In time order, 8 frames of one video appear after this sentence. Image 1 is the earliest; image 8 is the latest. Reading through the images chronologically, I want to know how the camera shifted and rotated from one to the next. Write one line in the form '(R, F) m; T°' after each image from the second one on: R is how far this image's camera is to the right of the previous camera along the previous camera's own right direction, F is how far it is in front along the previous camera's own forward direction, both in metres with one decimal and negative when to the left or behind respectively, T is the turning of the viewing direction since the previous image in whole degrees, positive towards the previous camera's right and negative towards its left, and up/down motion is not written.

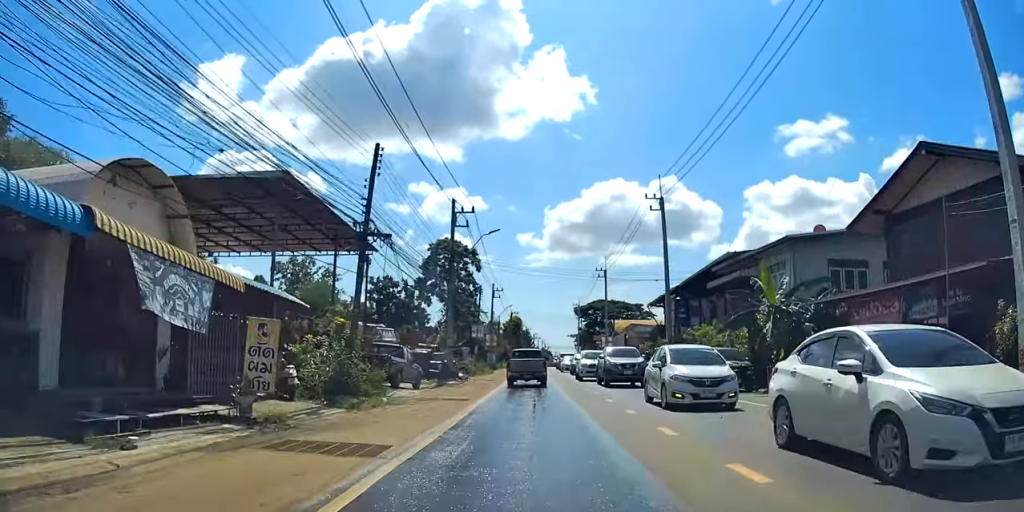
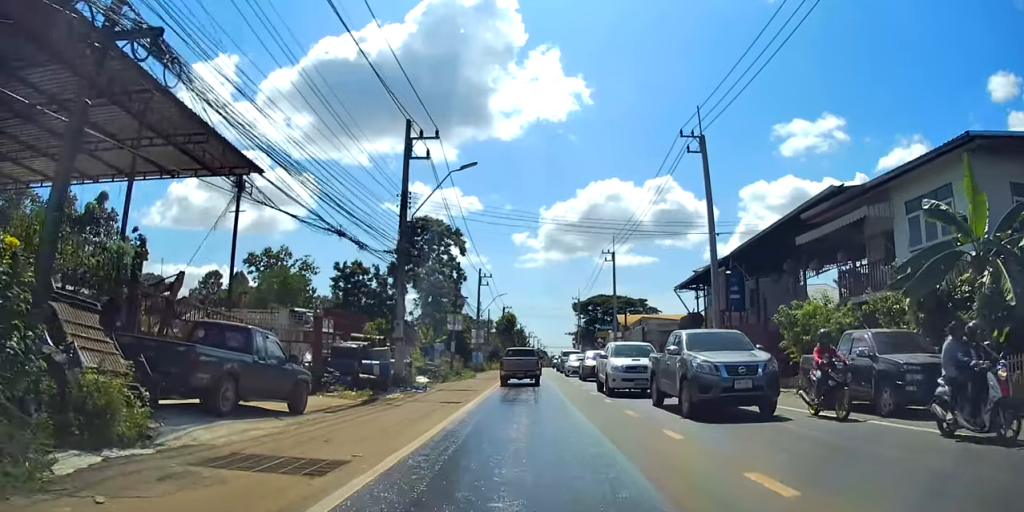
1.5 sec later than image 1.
(+0.6, +13.2) m; +3°
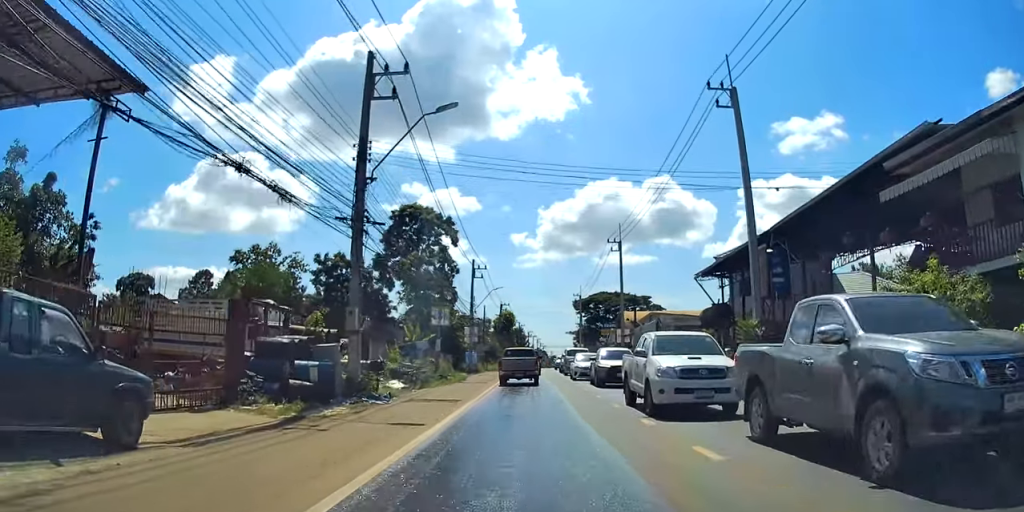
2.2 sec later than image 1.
(0.0, +6.1) m; -2°
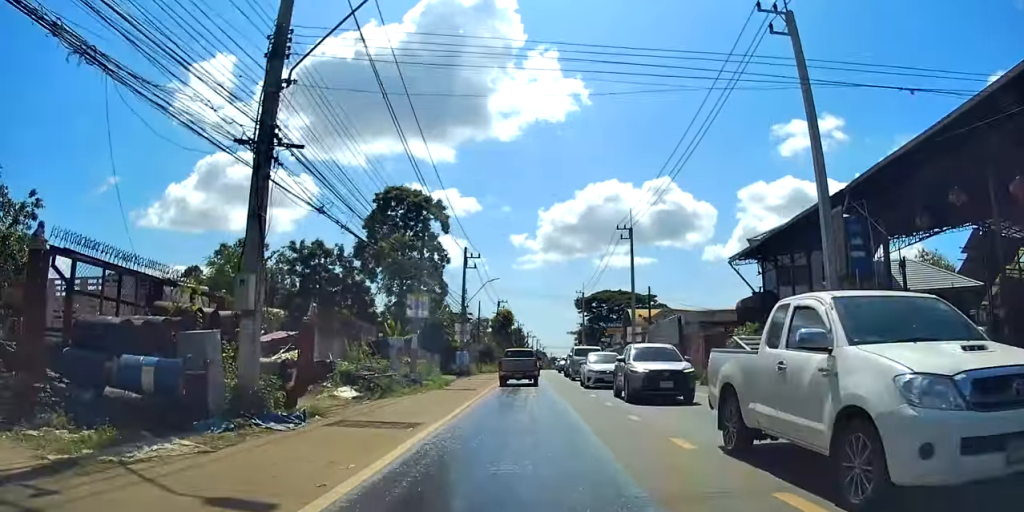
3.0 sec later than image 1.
(-0.2, +7.0) m; 0°
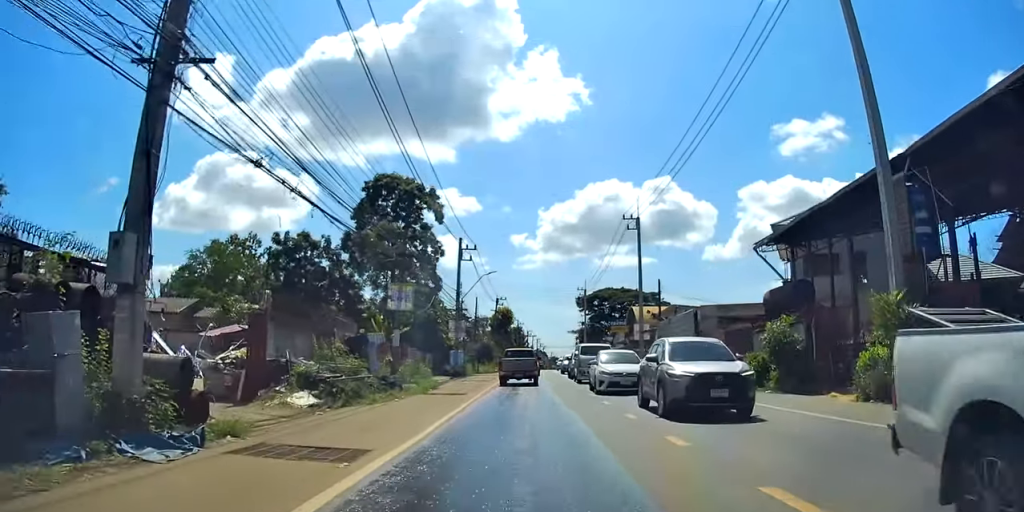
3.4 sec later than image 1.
(-0.2, +3.5) m; 0°
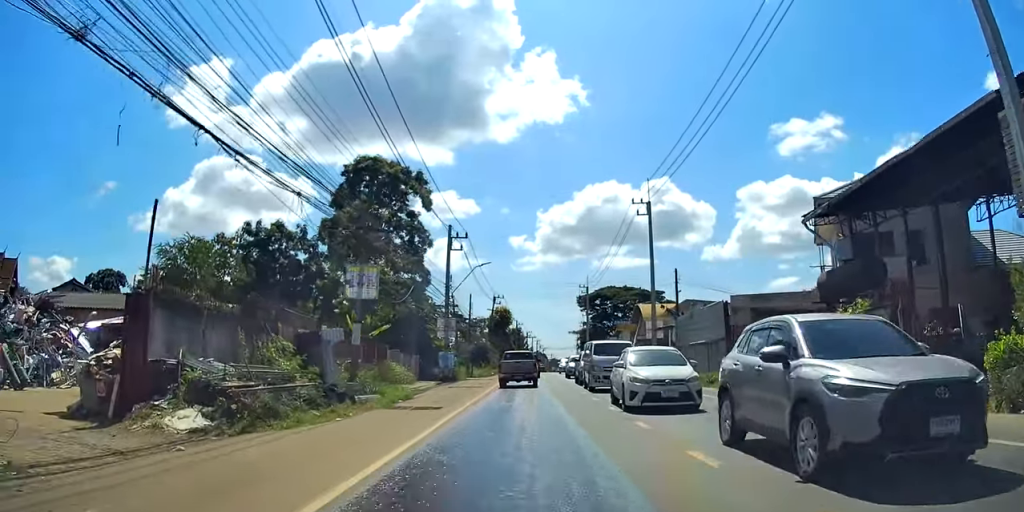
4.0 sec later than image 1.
(+0.3, +5.4) m; -1°
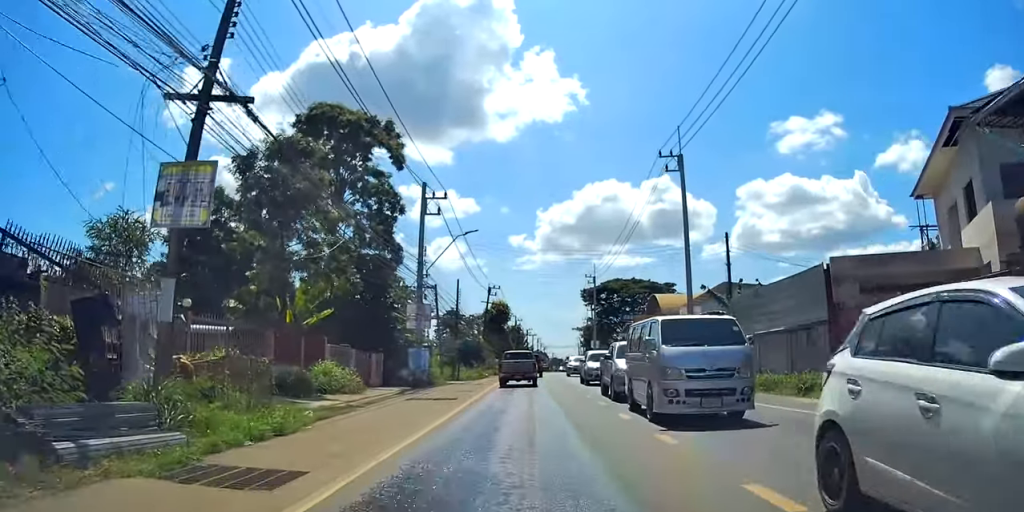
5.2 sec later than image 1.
(-0.3, +9.7) m; -2°
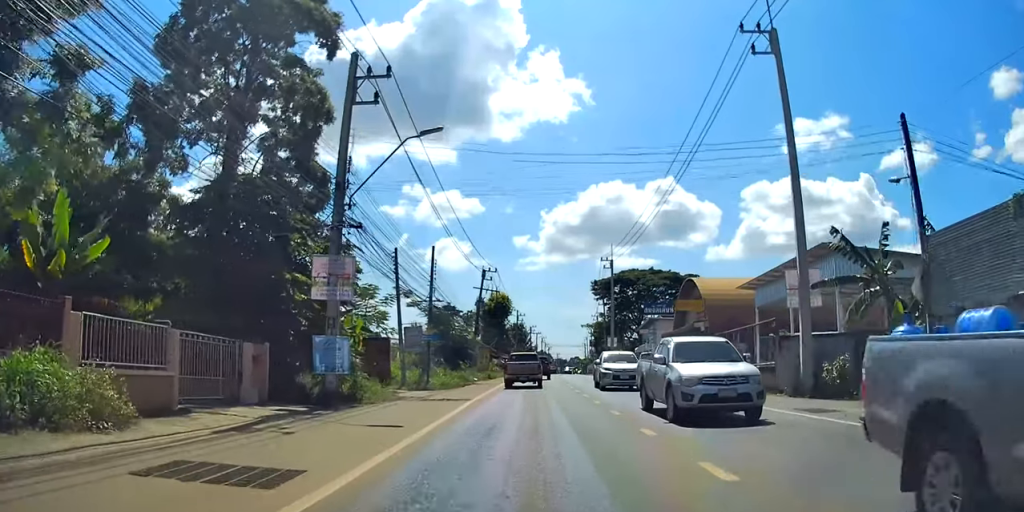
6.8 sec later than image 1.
(+0.3, +14.1) m; +2°
